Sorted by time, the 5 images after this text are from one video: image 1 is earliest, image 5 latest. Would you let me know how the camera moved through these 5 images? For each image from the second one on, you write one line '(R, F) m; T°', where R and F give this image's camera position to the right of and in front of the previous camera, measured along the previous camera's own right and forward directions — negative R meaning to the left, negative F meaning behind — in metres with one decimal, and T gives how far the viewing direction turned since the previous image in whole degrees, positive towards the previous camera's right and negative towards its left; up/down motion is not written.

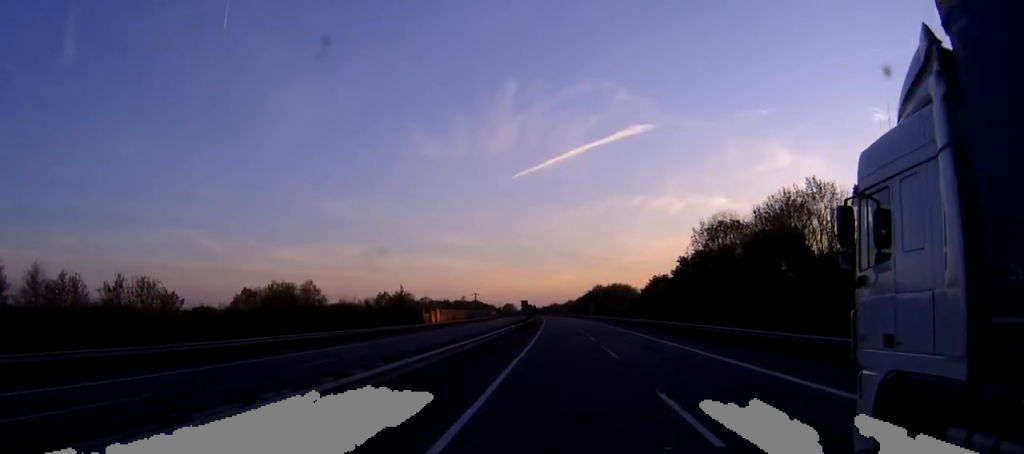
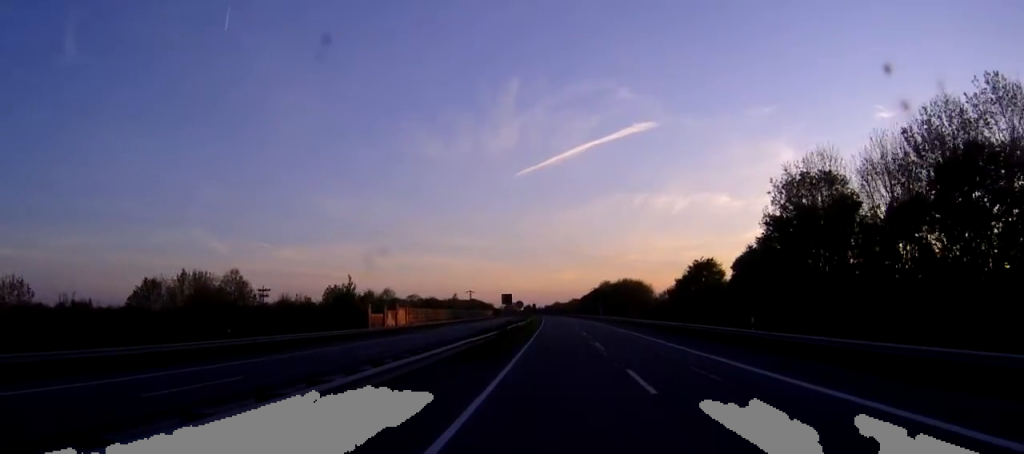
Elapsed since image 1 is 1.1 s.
(0.0, +29.3) m; 0°
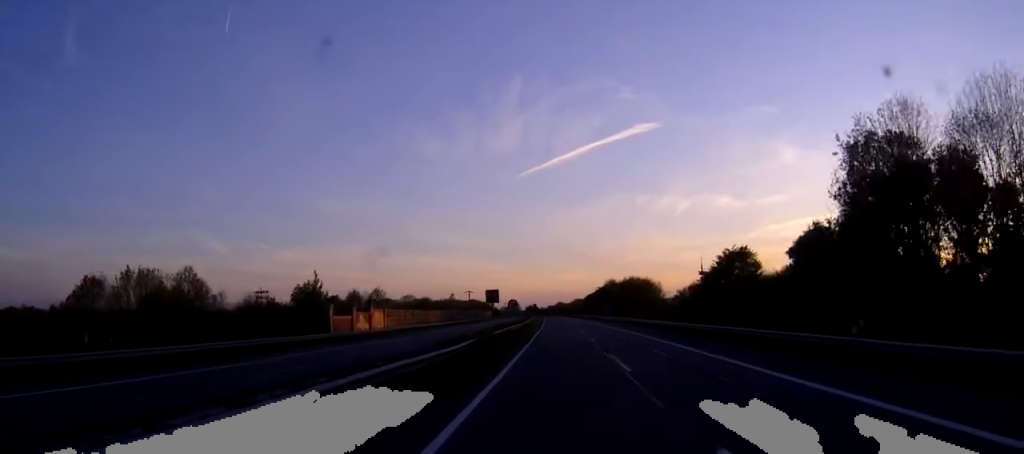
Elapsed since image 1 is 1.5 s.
(0.0, +12.9) m; 0°
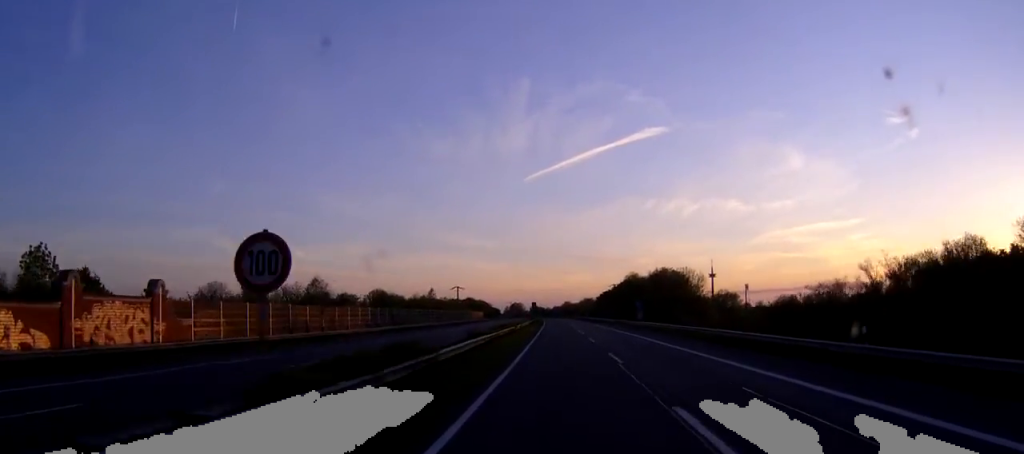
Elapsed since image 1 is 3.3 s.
(-0.4, +49.2) m; -1°
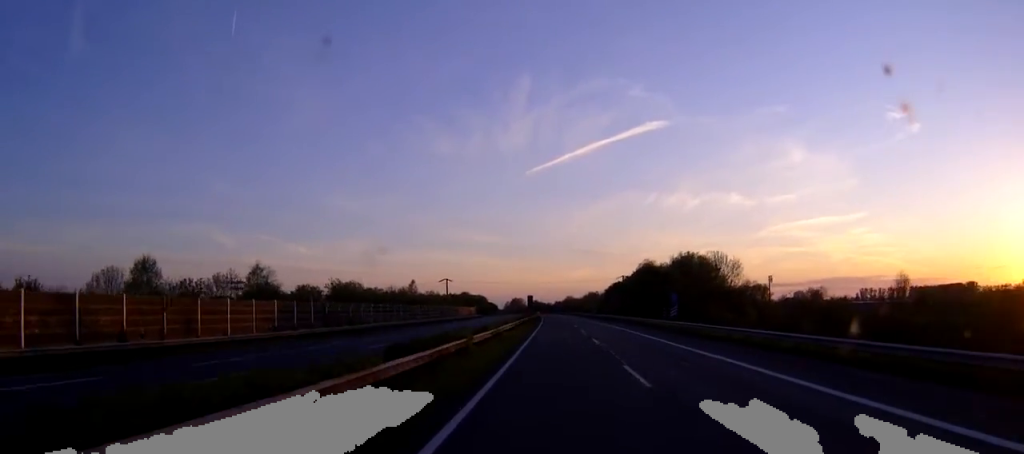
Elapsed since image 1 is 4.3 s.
(0.0, +26.4) m; 0°
